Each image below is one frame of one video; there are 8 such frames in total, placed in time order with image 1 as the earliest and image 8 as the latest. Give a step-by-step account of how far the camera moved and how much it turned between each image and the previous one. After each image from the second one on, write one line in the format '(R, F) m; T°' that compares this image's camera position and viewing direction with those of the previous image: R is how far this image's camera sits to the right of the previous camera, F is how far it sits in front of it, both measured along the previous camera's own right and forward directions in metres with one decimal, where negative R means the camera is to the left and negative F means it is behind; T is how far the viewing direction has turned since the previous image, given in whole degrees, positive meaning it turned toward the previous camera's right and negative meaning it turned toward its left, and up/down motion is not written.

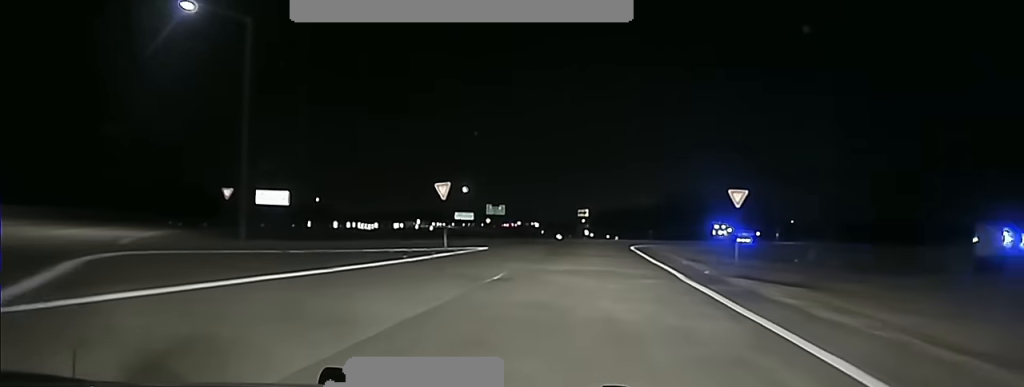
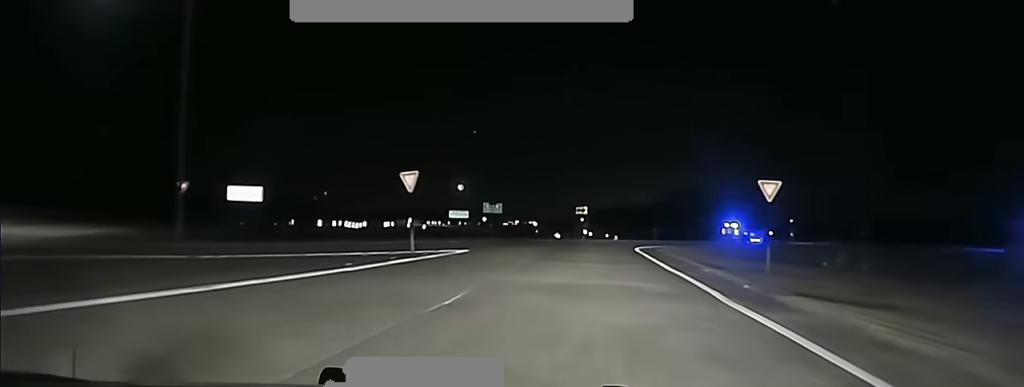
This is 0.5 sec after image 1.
(0.0, +6.3) m; 0°
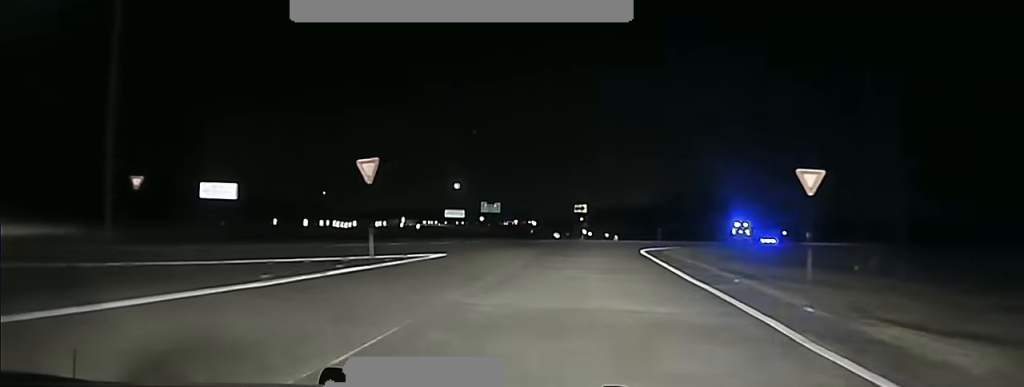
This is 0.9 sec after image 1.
(0.0, +6.0) m; 0°
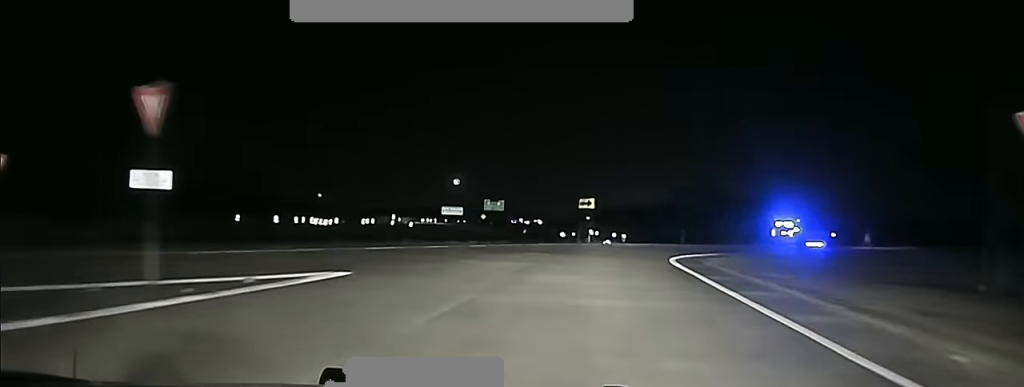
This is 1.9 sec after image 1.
(+0.1, +14.3) m; +1°
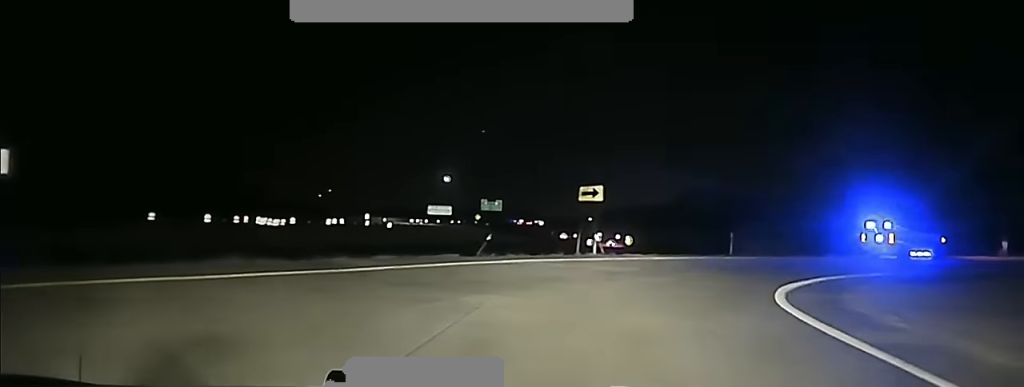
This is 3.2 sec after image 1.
(+0.2, +19.2) m; +4°
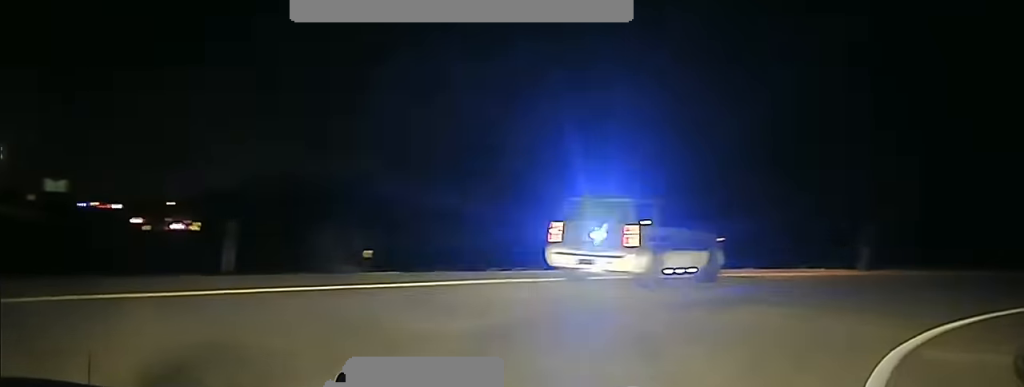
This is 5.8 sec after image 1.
(+6.2, +22.9) m; +38°
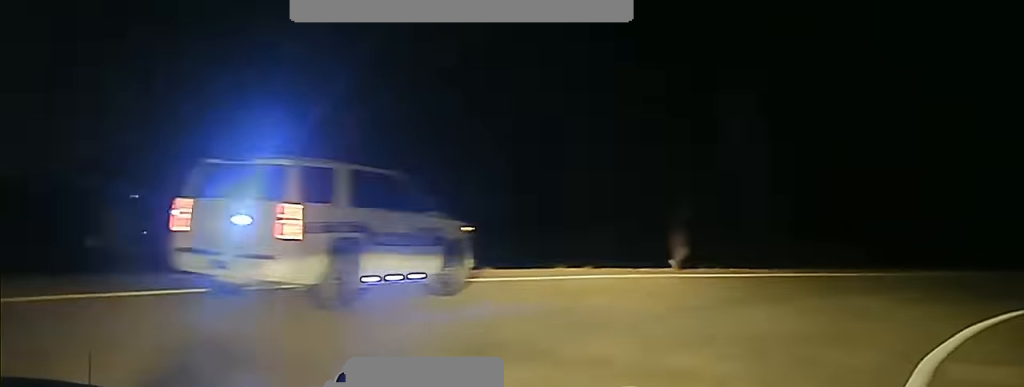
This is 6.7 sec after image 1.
(+0.8, +7.2) m; +11°
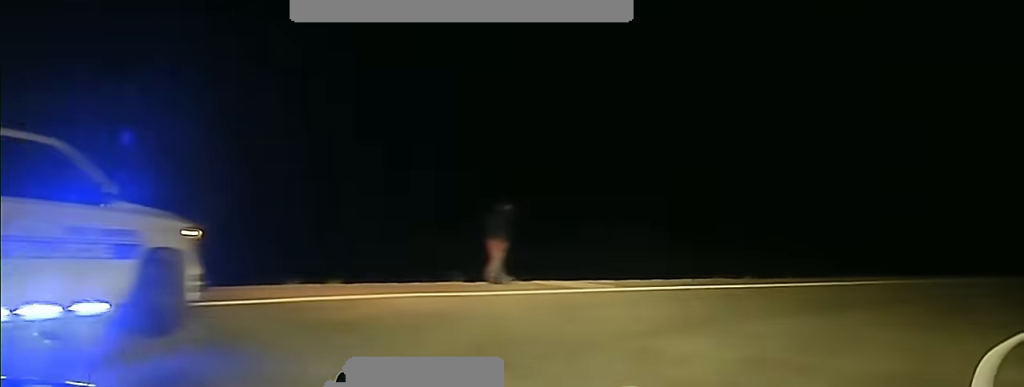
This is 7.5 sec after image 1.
(+0.1, +6.6) m; +12°
